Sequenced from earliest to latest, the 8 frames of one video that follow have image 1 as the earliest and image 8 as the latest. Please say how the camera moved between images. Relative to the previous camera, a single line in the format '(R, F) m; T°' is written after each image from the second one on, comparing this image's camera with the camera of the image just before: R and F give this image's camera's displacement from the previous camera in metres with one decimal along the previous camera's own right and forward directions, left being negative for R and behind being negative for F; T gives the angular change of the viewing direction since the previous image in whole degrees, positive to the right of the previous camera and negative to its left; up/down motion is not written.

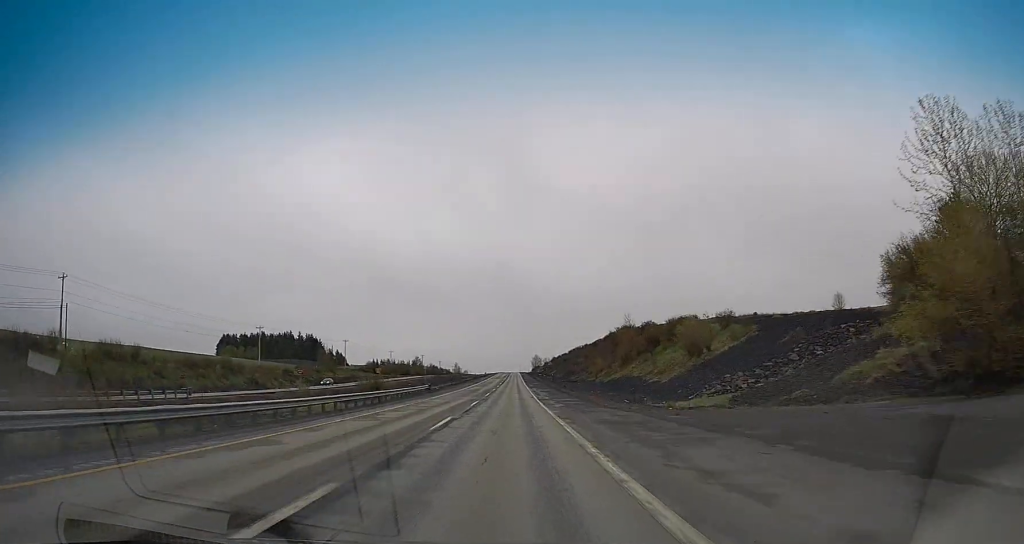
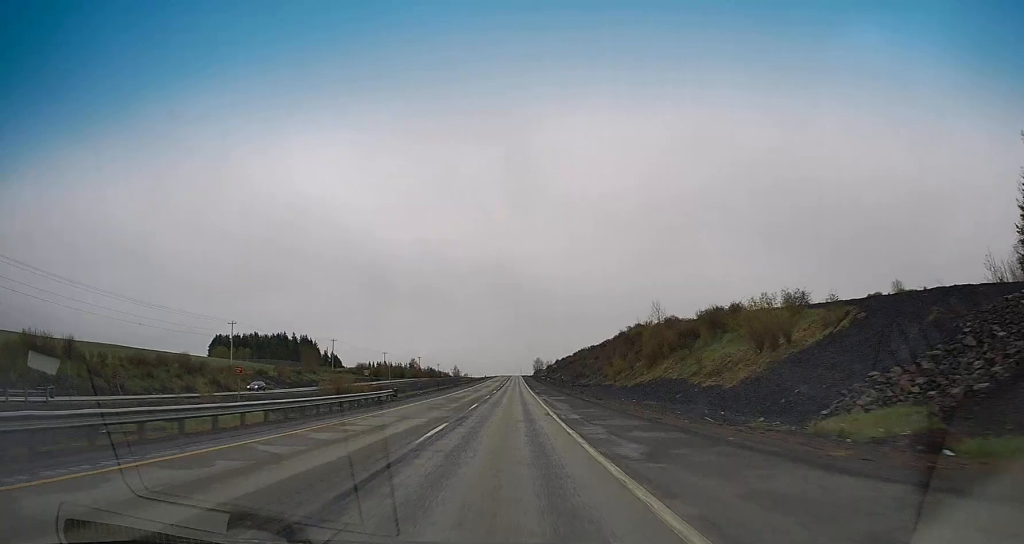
(-0.1, +18.3) m; 0°
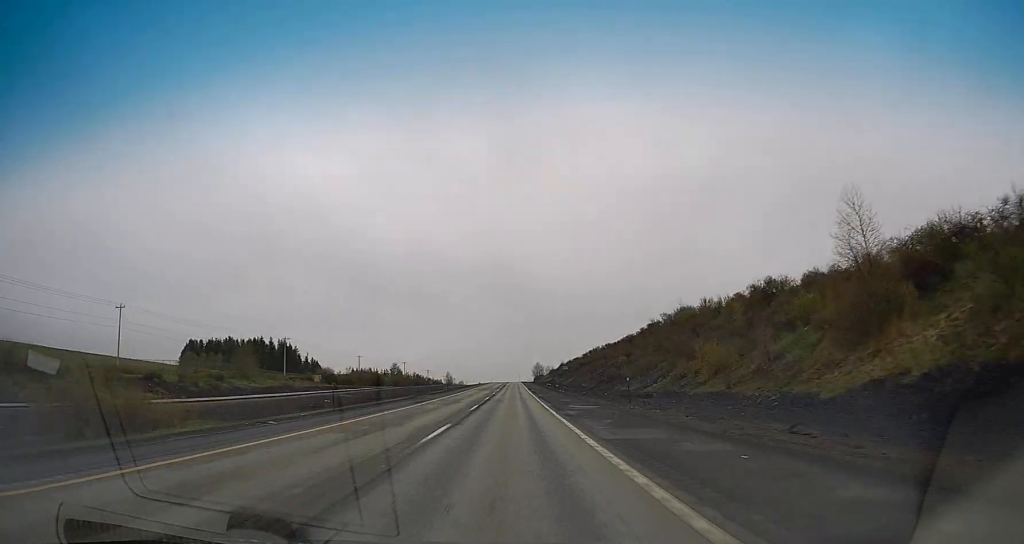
(+0.3, +47.2) m; +1°
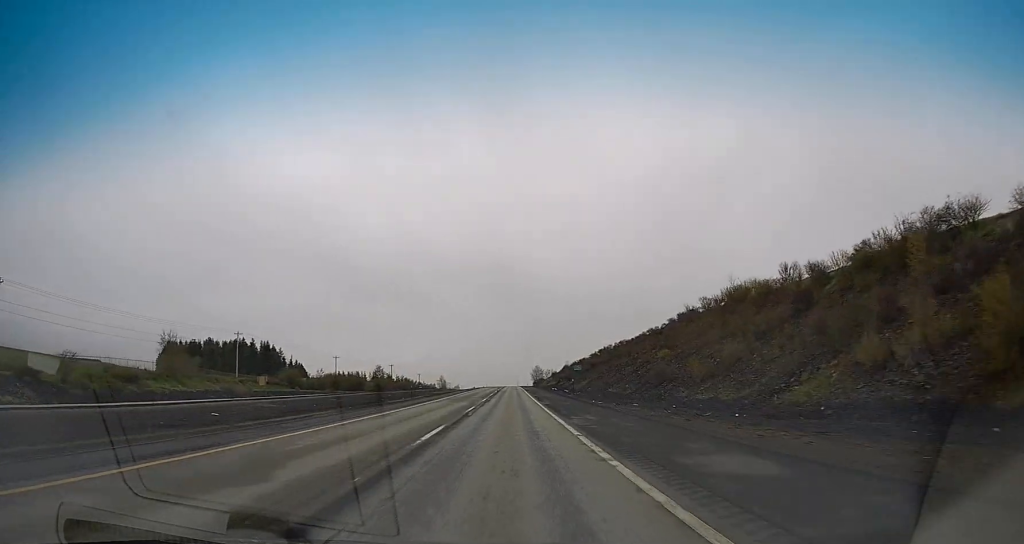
(-0.1, +31.8) m; 0°
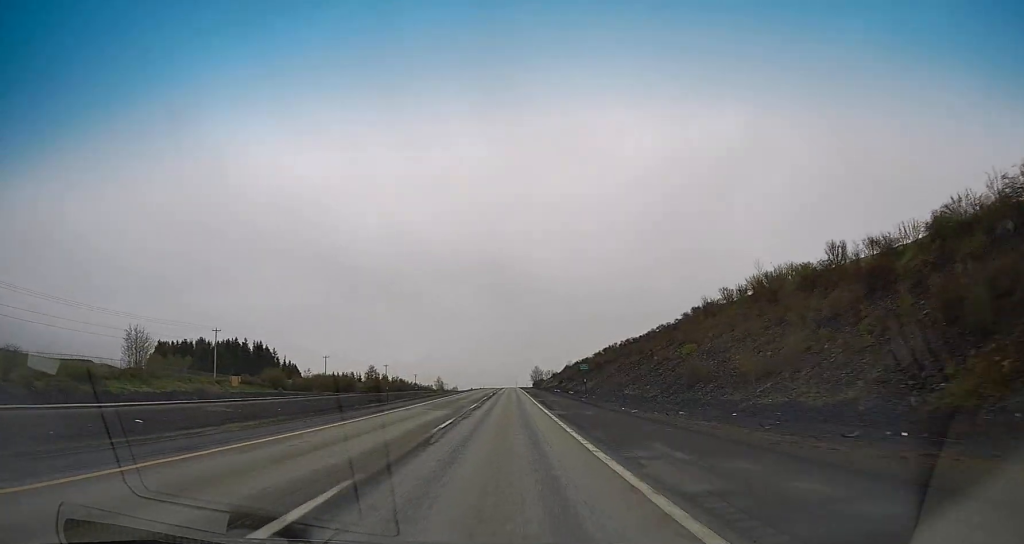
(0.0, +11.5) m; 0°
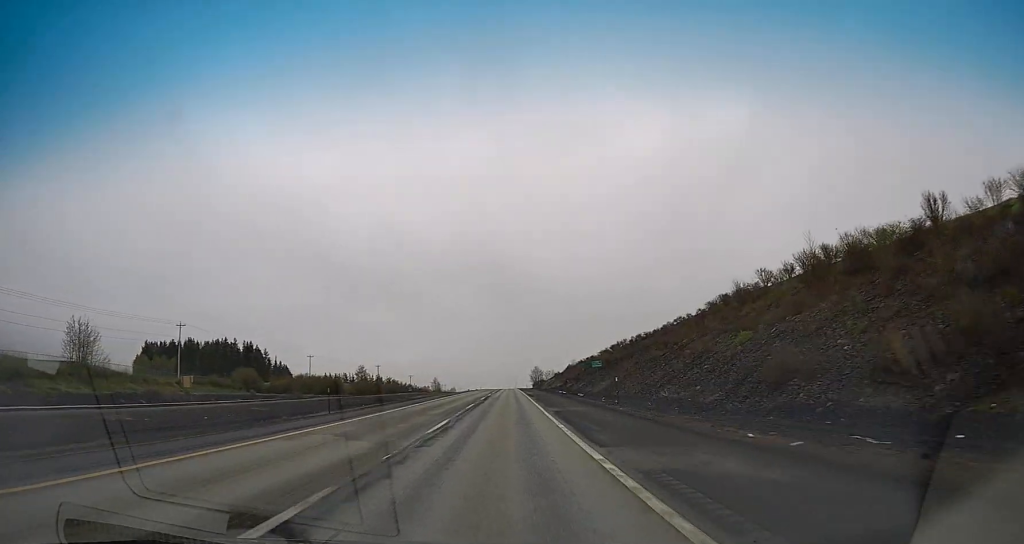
(+0.1, +16.4) m; 0°
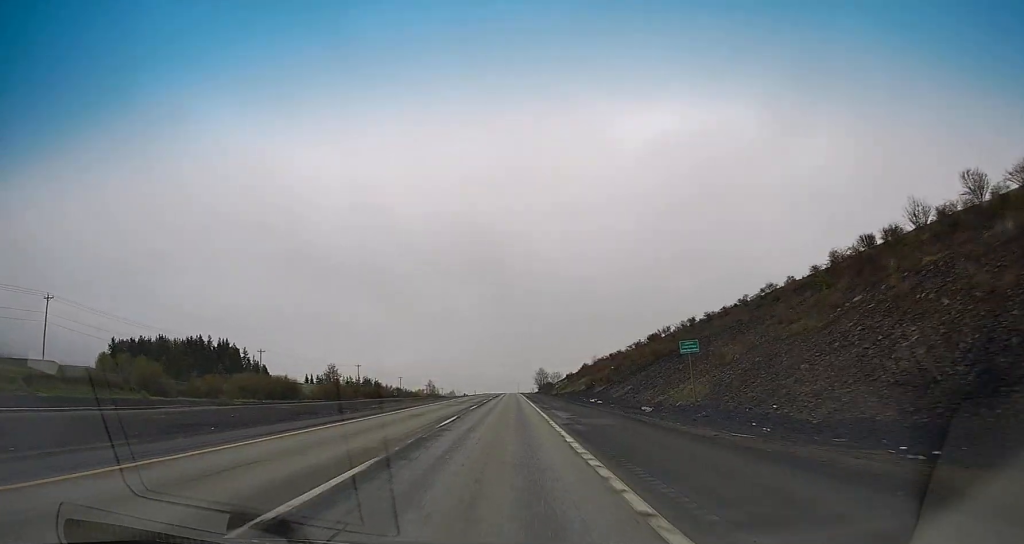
(0.0, +43.2) m; 0°
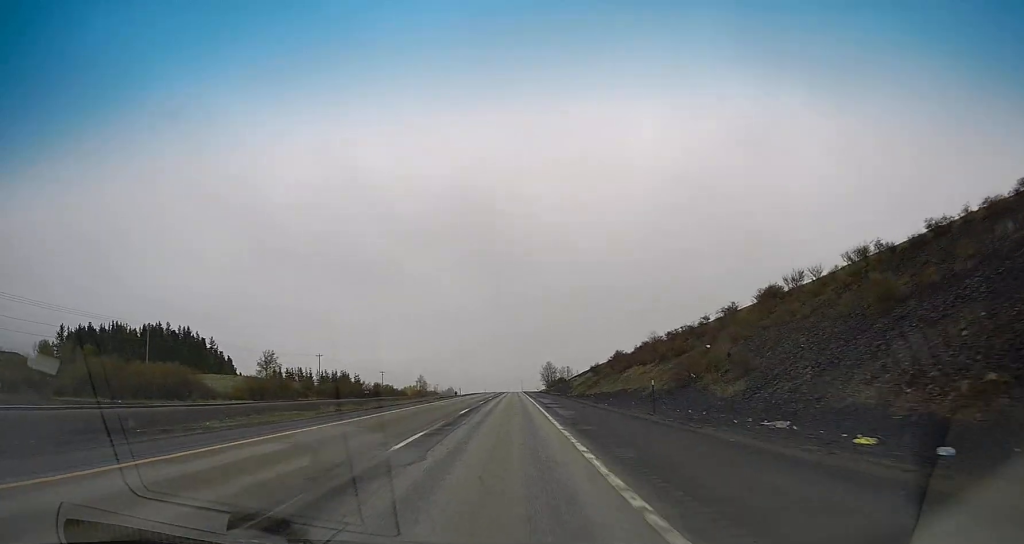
(-0.3, +55.7) m; -1°
